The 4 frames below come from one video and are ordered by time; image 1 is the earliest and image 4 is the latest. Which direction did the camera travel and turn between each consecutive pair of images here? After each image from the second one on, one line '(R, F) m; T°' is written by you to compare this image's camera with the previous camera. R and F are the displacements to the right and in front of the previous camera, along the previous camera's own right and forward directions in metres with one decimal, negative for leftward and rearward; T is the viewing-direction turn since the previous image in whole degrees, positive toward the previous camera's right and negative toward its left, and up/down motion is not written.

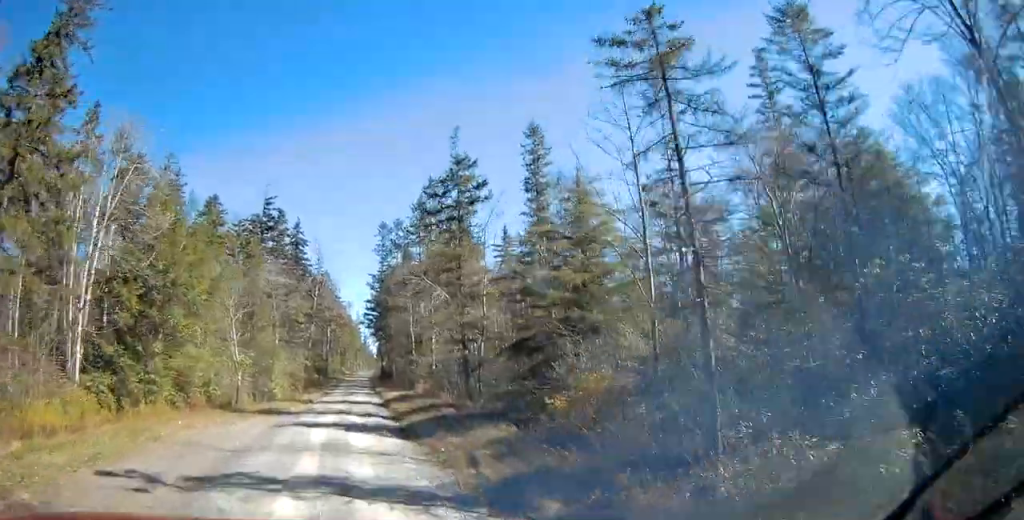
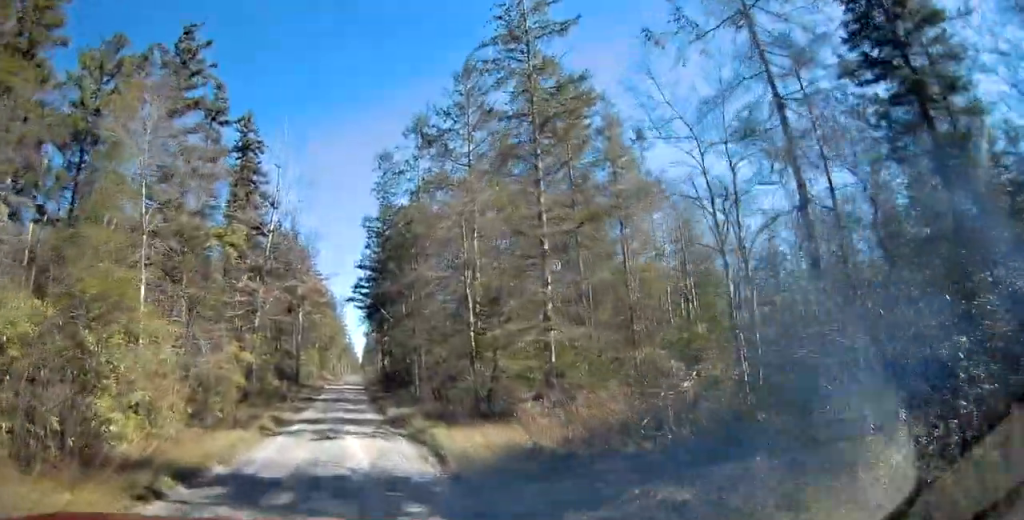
(+1.4, +28.6) m; +4°
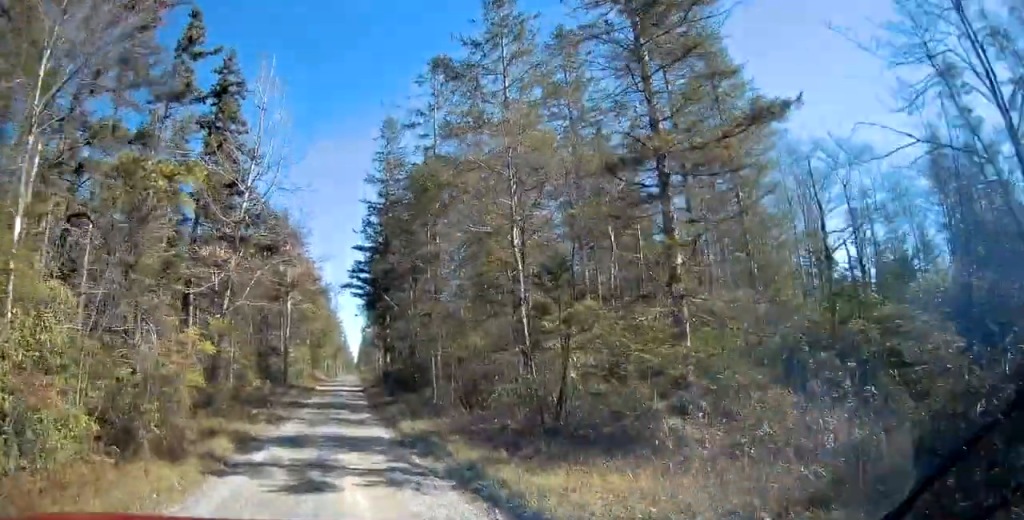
(+0.1, +7.5) m; 0°
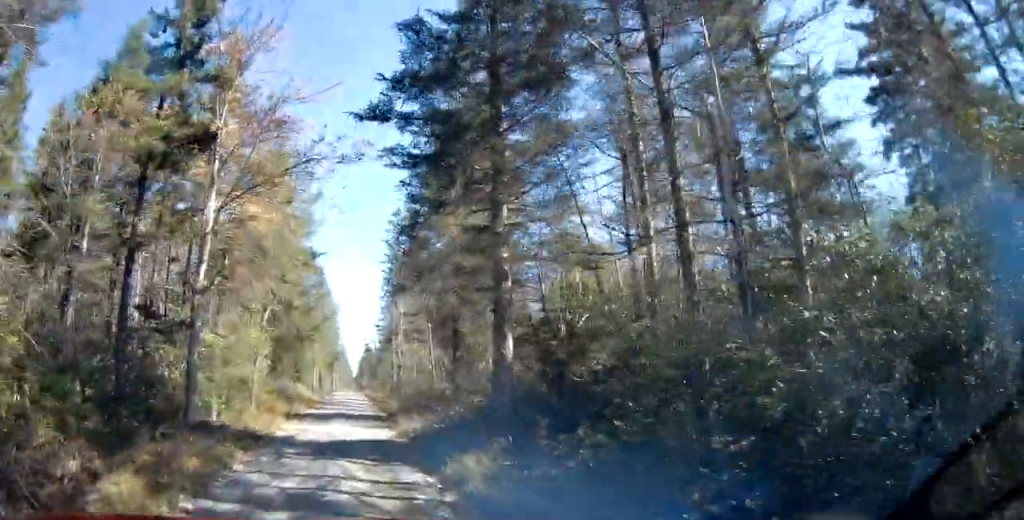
(-0.1, +30.7) m; -1°
